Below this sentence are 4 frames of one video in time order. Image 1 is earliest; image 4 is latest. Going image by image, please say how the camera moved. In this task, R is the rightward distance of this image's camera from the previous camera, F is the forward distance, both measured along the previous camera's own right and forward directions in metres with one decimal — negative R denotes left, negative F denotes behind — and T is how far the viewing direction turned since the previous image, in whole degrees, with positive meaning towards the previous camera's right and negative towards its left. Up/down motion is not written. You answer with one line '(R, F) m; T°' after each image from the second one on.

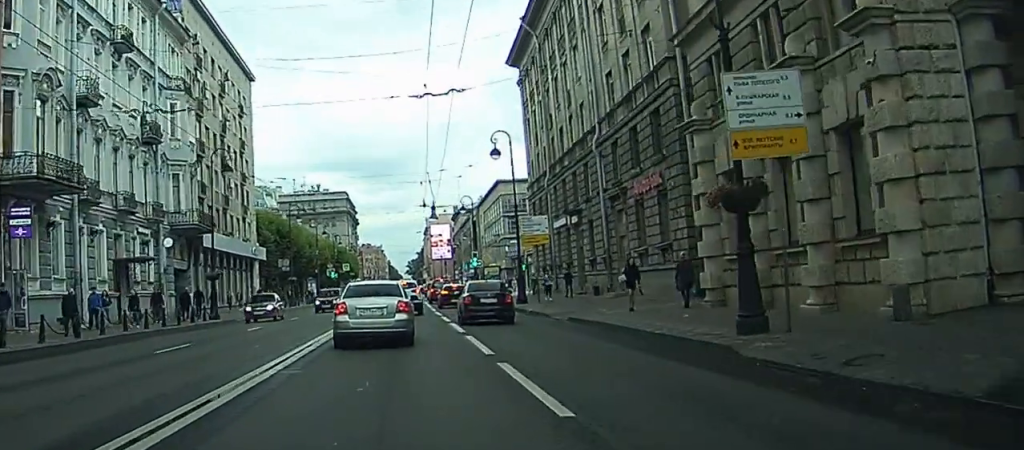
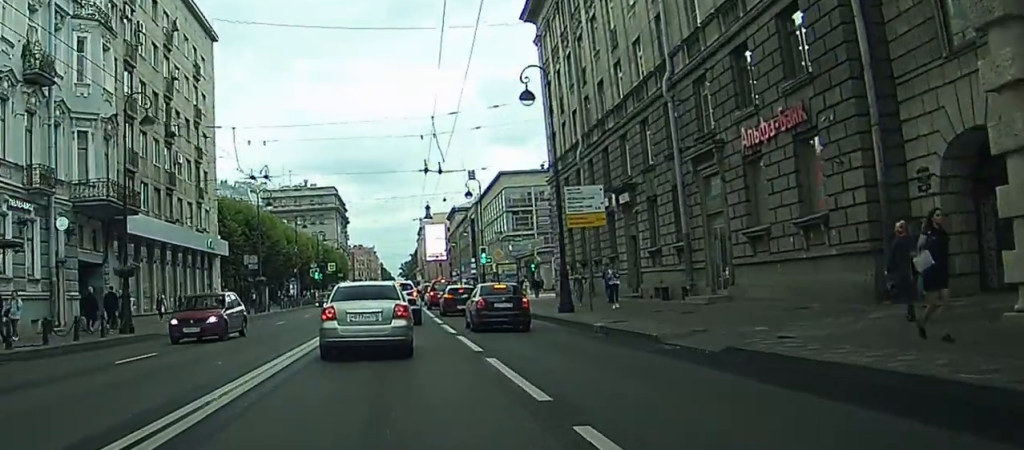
(+1.0, +19.1) m; +6°
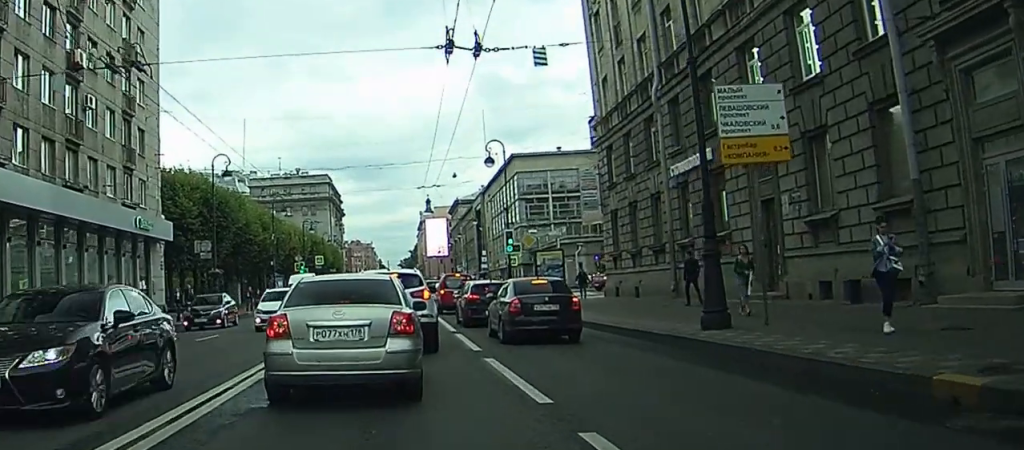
(-1.0, +24.3) m; +1°
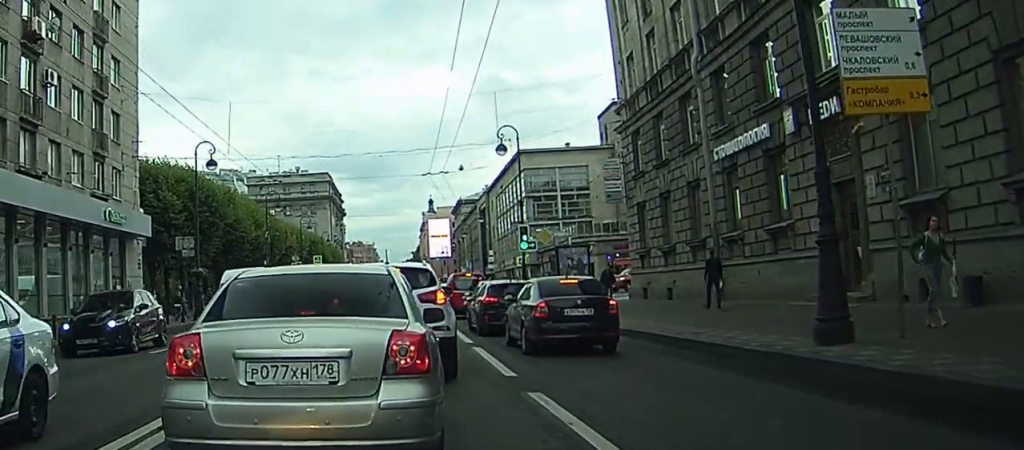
(+0.2, +12.4) m; 0°
